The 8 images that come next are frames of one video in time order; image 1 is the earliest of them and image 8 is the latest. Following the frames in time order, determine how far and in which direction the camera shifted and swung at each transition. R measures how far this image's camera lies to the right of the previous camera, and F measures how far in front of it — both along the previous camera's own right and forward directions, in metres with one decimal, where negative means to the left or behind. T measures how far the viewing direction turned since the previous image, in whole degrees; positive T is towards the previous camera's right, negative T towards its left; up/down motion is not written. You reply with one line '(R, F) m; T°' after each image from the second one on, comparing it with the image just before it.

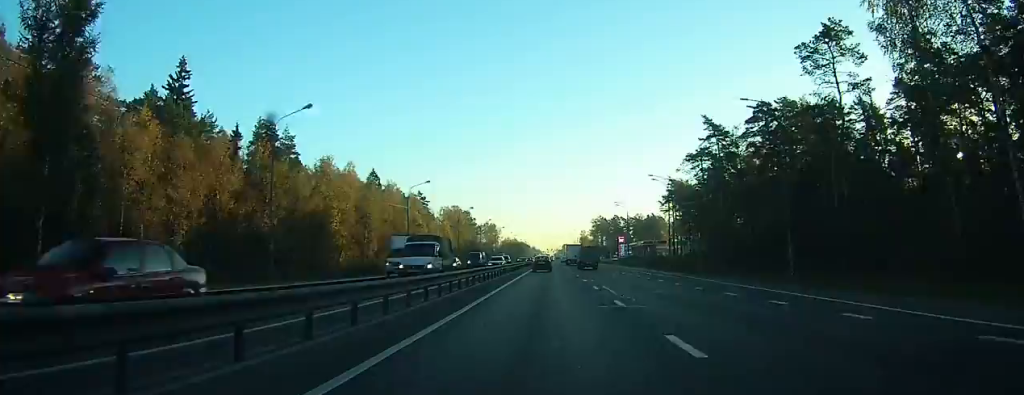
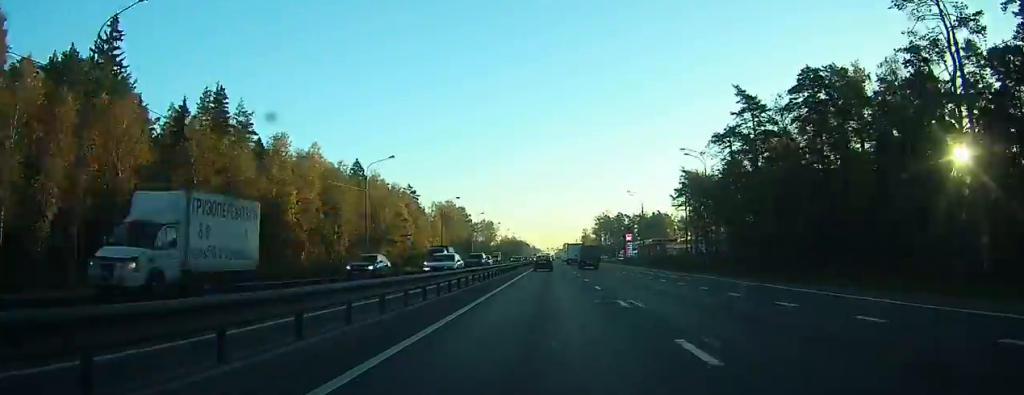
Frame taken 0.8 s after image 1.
(0.0, +15.2) m; 0°
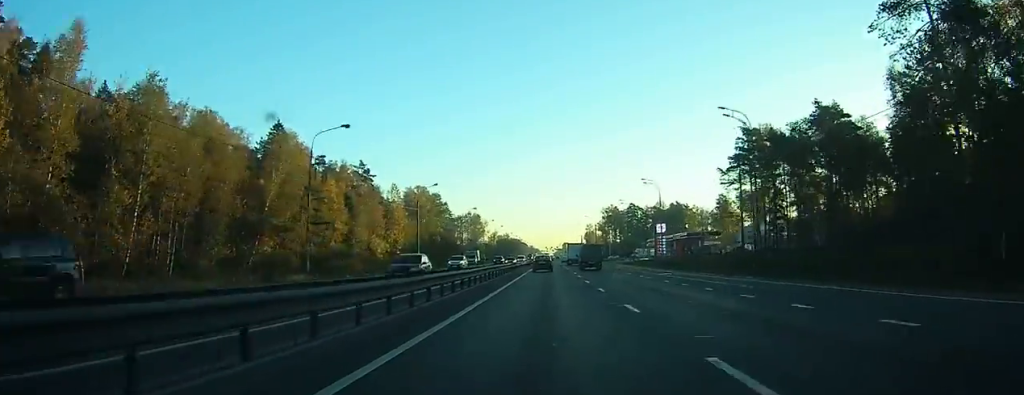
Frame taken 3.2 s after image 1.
(+0.1, +50.3) m; 0°
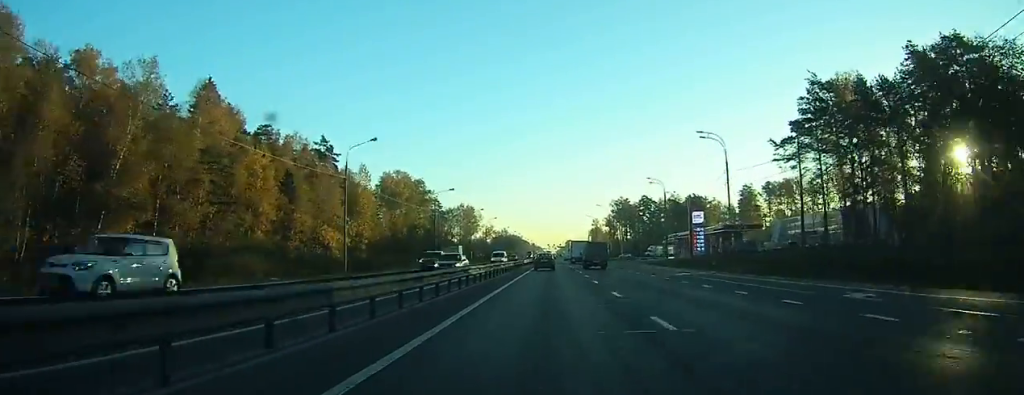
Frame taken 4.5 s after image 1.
(0.0, +29.7) m; 0°
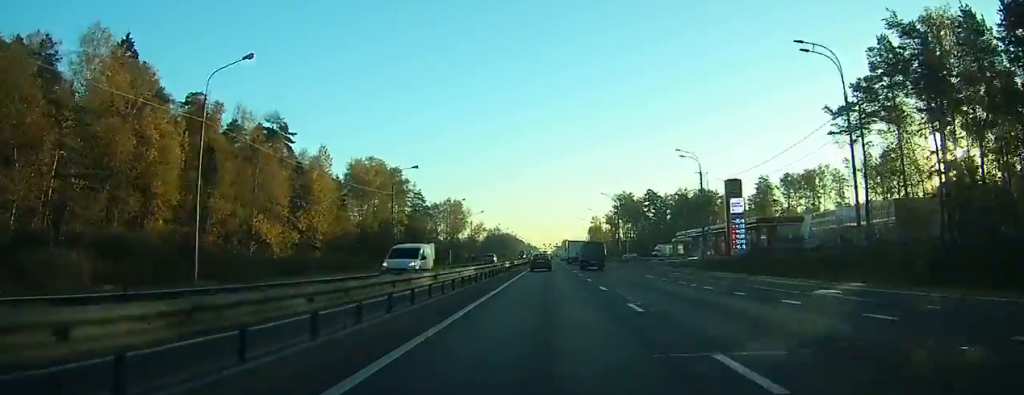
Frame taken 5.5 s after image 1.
(0.0, +21.4) m; 0°
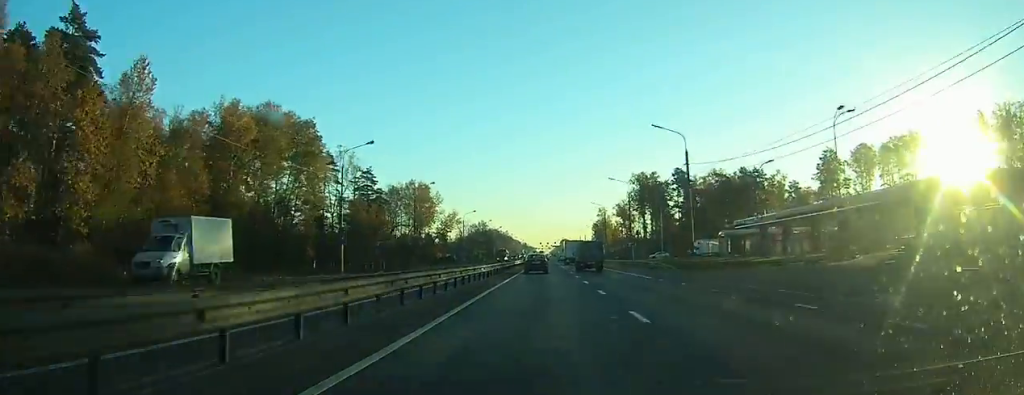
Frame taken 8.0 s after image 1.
(-0.1, +49.9) m; 0°
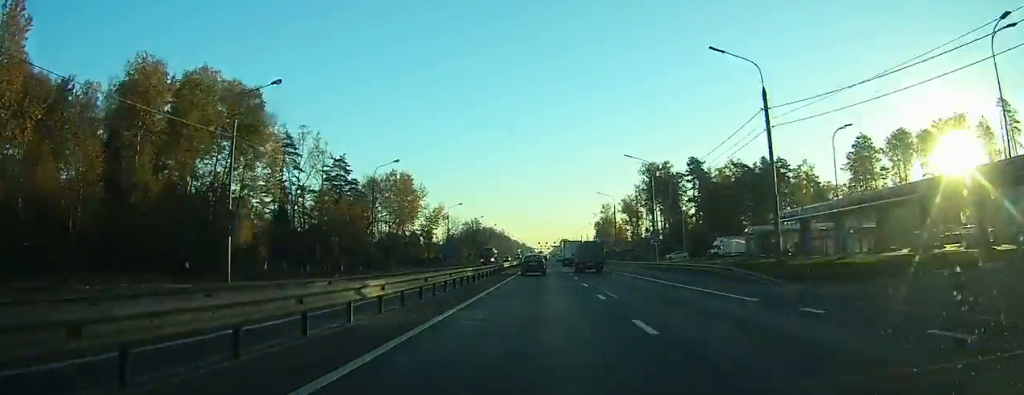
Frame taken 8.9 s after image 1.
(0.0, +16.6) m; 0°
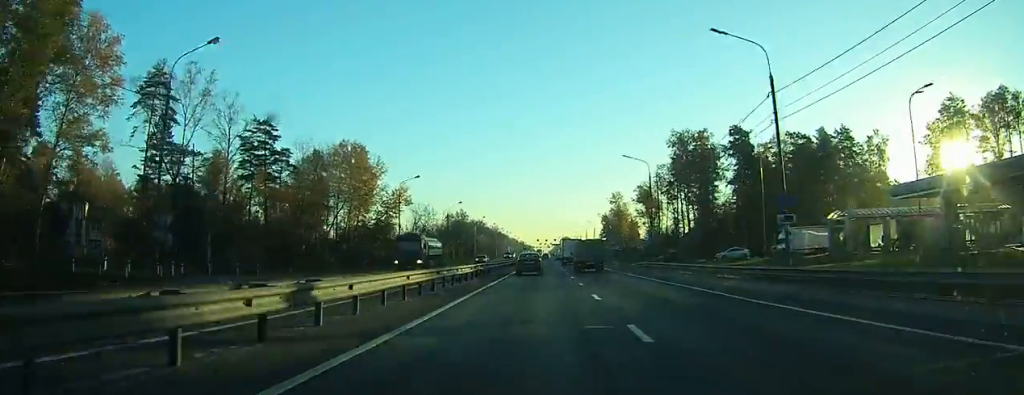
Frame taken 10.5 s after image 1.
(+0.1, +30.1) m; 0°
